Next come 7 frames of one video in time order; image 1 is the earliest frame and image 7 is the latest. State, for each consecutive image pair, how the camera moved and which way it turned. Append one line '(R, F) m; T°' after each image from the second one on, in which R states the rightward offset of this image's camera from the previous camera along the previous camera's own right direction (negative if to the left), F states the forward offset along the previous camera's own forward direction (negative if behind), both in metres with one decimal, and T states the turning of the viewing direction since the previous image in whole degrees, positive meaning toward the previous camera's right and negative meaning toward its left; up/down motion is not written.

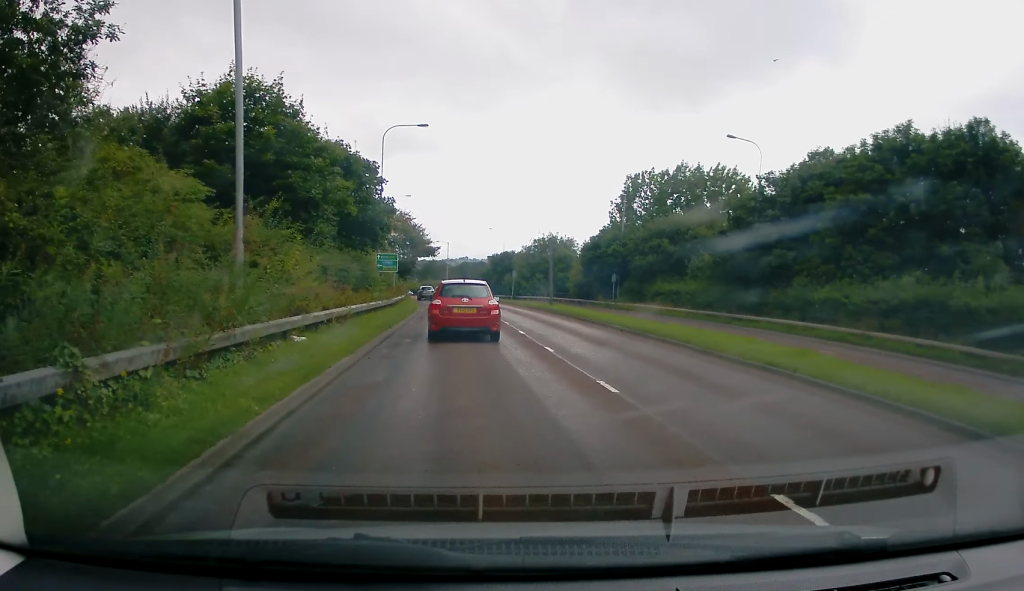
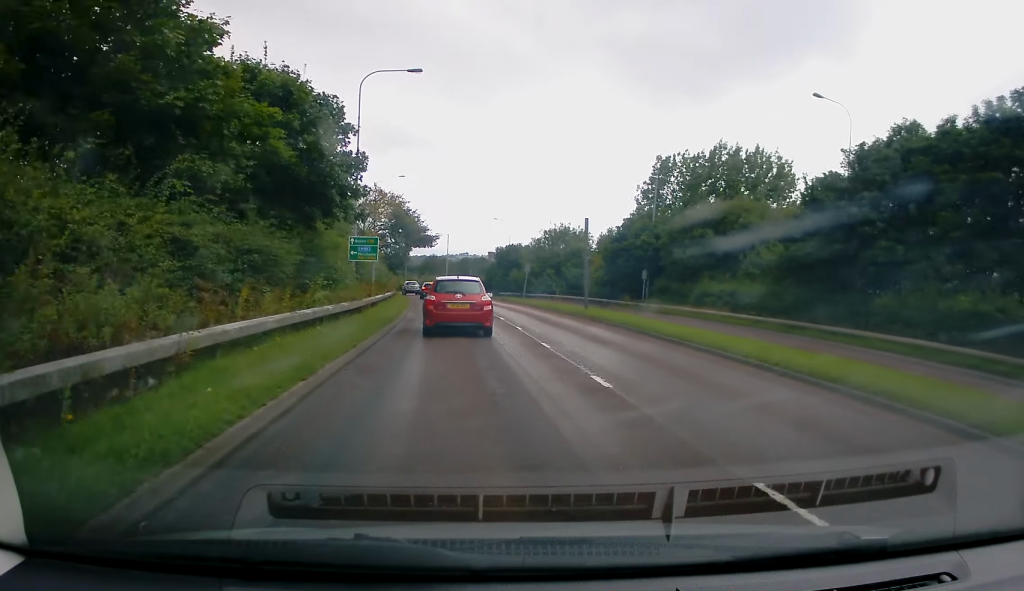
(0.0, +10.7) m; +1°
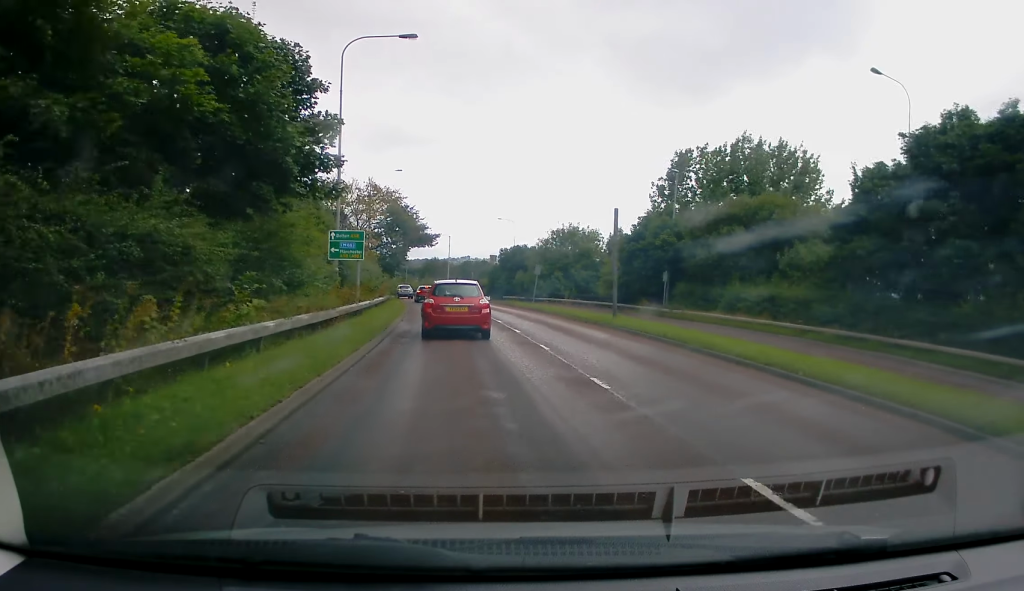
(-0.1, +5.2) m; +2°
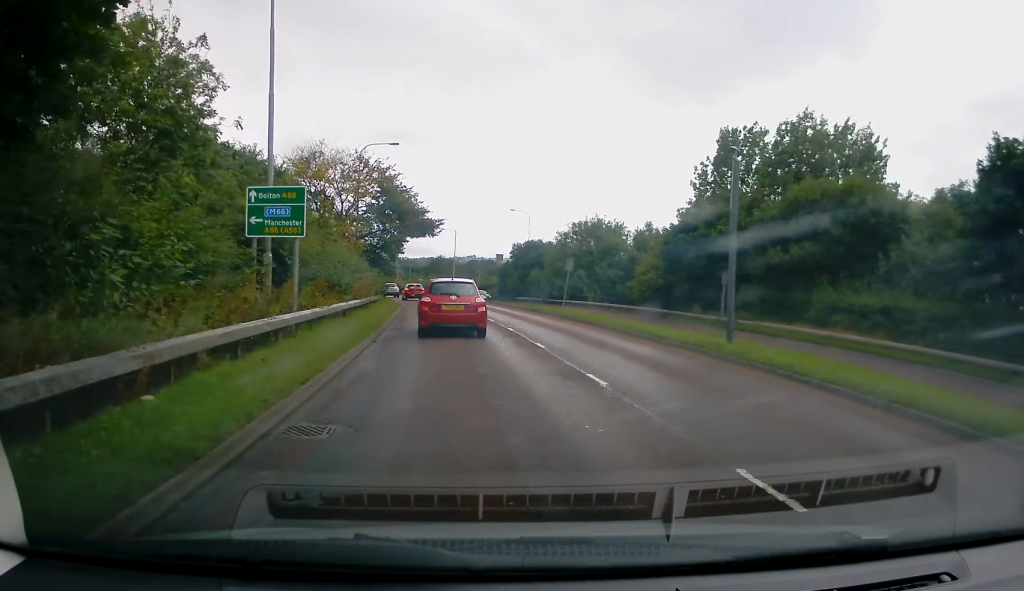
(+0.5, +10.7) m; -1°
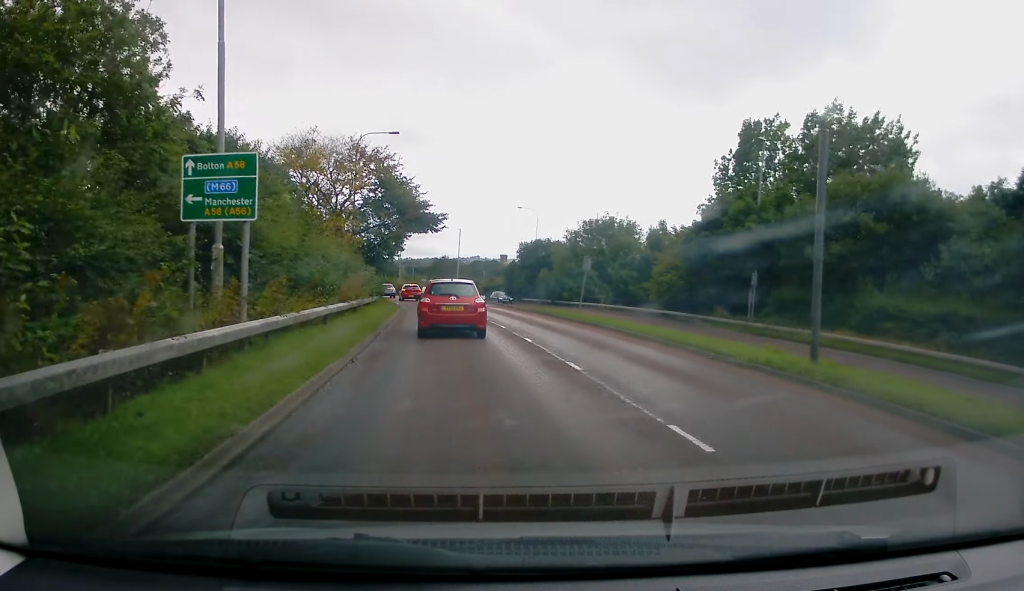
(-0.2, +3.9) m; -1°
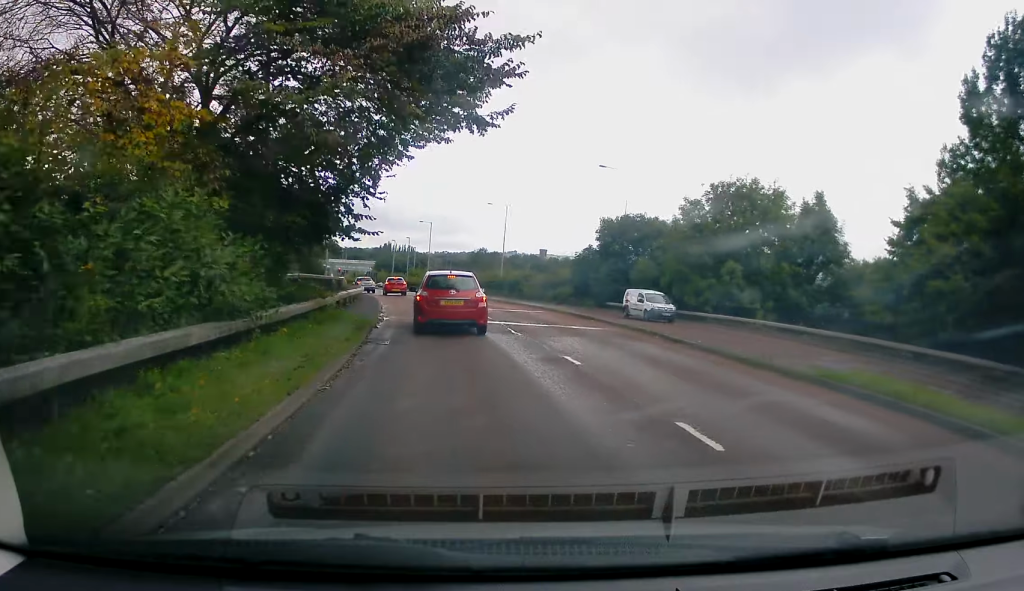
(-0.8, +27.8) m; -1°
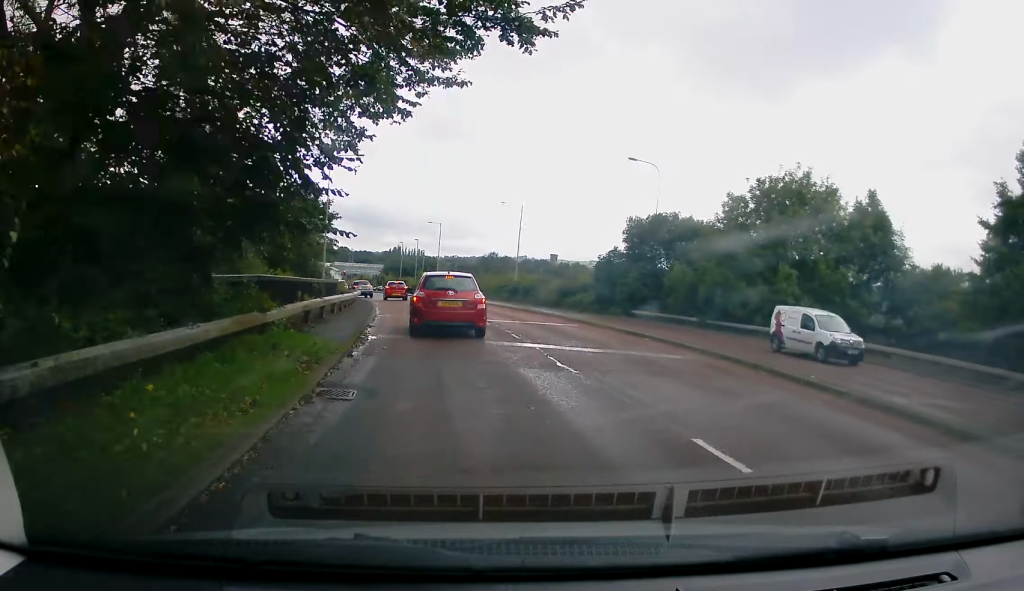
(+0.1, +5.8) m; 0°
